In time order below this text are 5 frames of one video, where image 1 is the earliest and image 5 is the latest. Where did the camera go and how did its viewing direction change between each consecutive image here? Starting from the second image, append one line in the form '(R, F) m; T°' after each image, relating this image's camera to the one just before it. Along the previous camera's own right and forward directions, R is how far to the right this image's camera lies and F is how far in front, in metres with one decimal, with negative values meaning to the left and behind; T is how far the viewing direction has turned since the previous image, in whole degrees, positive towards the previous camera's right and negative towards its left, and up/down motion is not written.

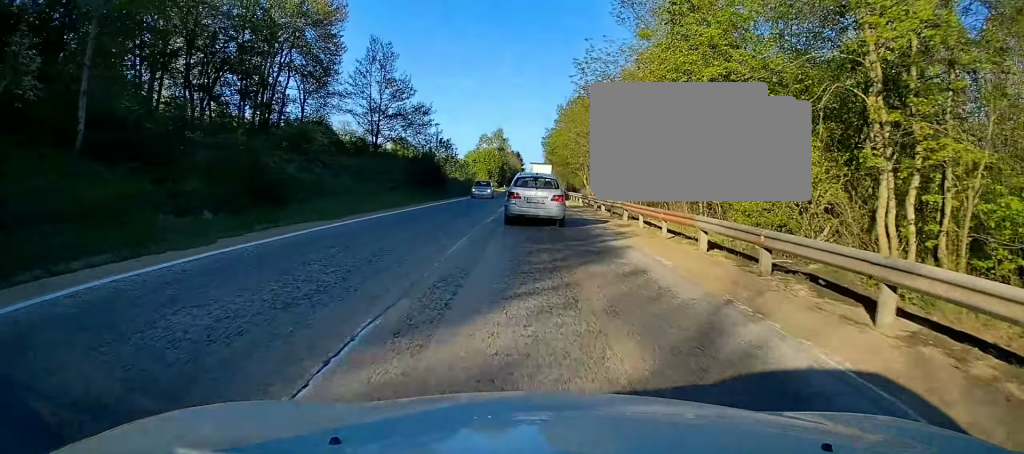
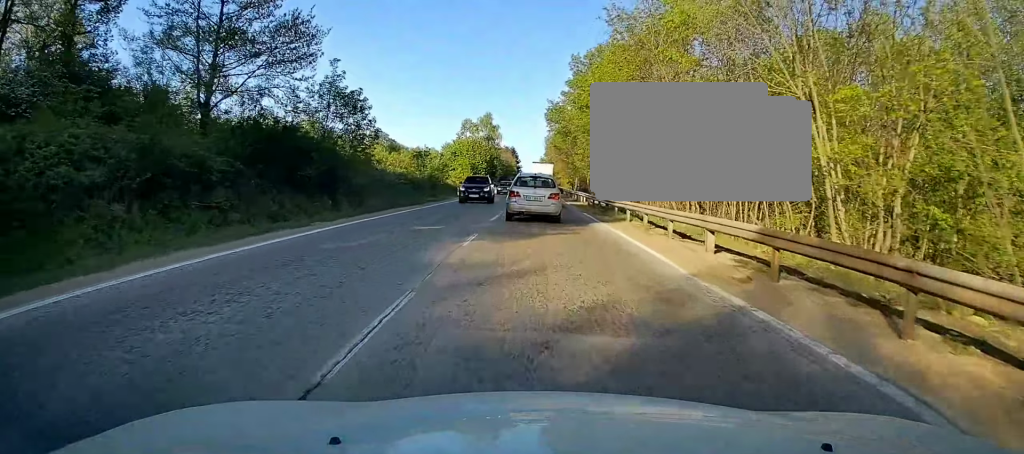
(0.0, +34.3) m; -1°
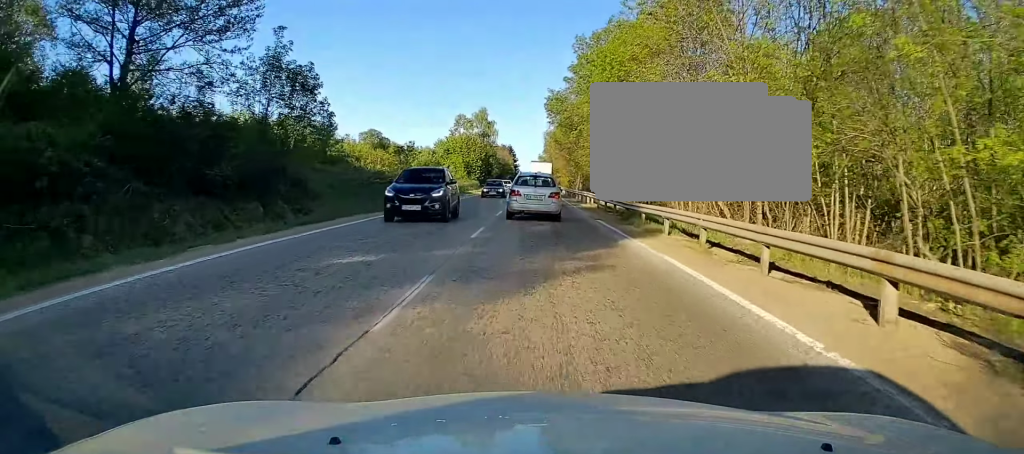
(0.0, +7.1) m; -1°
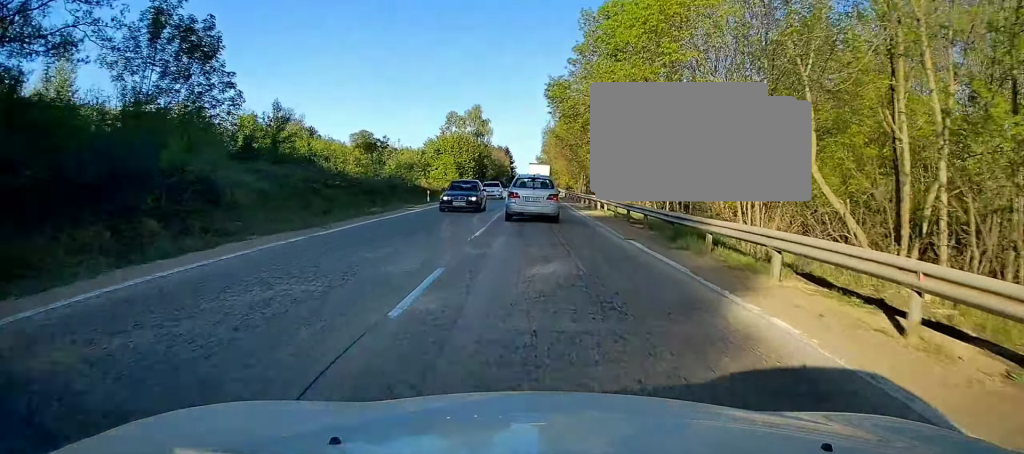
(-0.2, +8.1) m; 0°
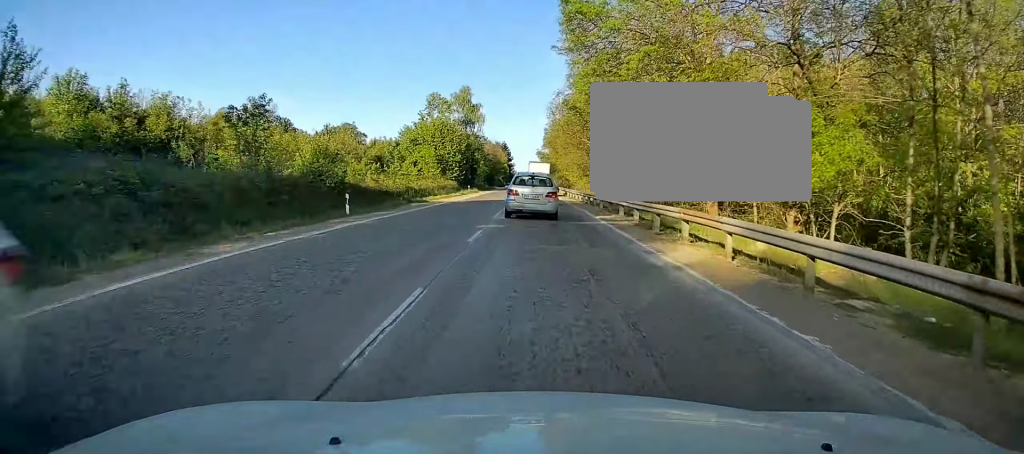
(+0.2, +19.7) m; +1°
